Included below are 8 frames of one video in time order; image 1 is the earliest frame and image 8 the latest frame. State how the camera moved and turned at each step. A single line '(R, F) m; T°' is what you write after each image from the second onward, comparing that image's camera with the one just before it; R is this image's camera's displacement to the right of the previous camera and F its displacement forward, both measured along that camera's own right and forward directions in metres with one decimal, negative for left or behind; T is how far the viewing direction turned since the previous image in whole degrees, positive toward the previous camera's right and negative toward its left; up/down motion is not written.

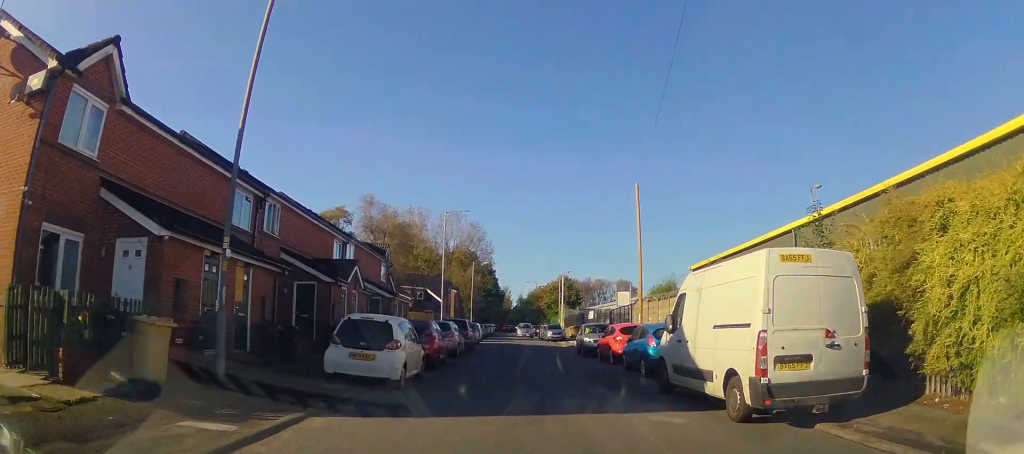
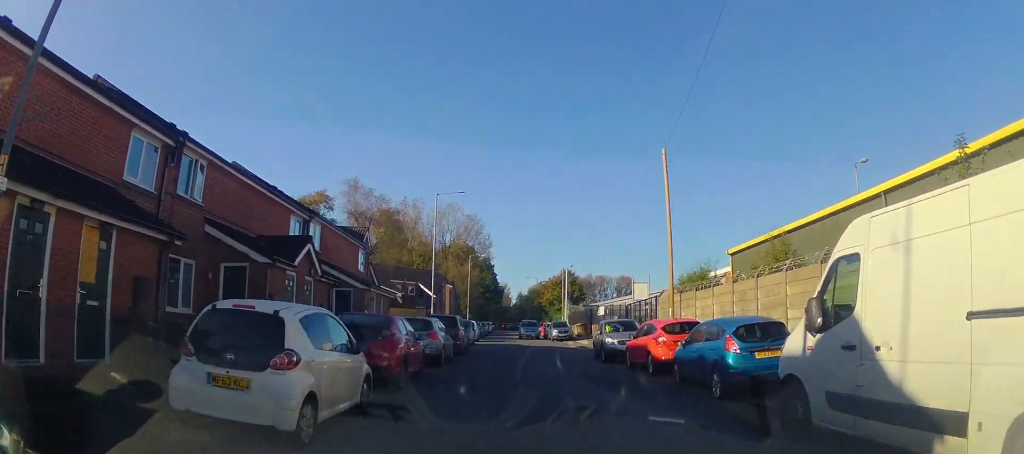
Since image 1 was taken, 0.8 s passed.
(0.0, +5.5) m; 0°
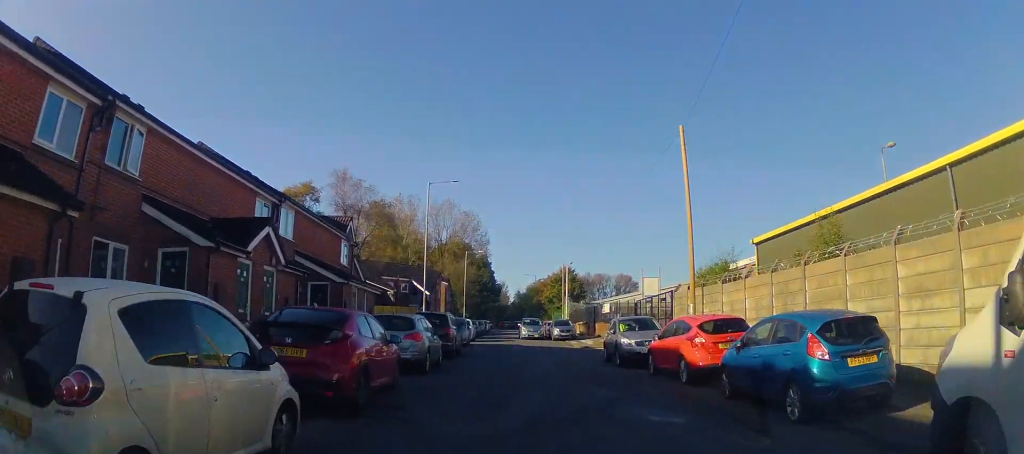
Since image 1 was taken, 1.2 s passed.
(0.0, +3.0) m; 0°
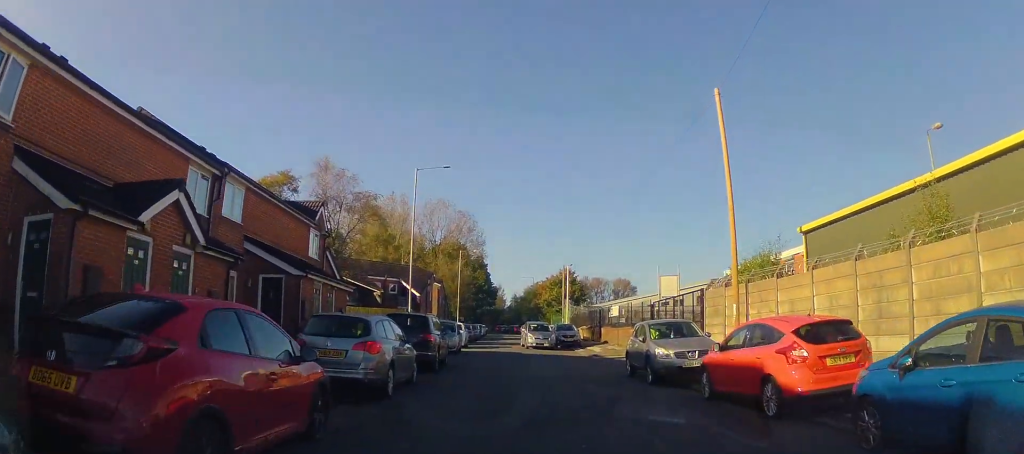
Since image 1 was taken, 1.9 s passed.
(0.0, +4.4) m; 0°
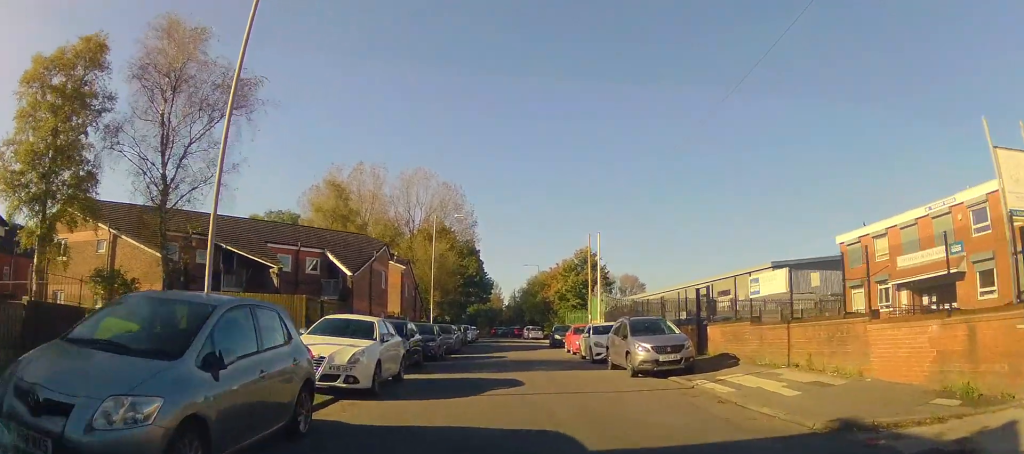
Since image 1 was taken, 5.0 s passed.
(+0.3, +22.1) m; +2°
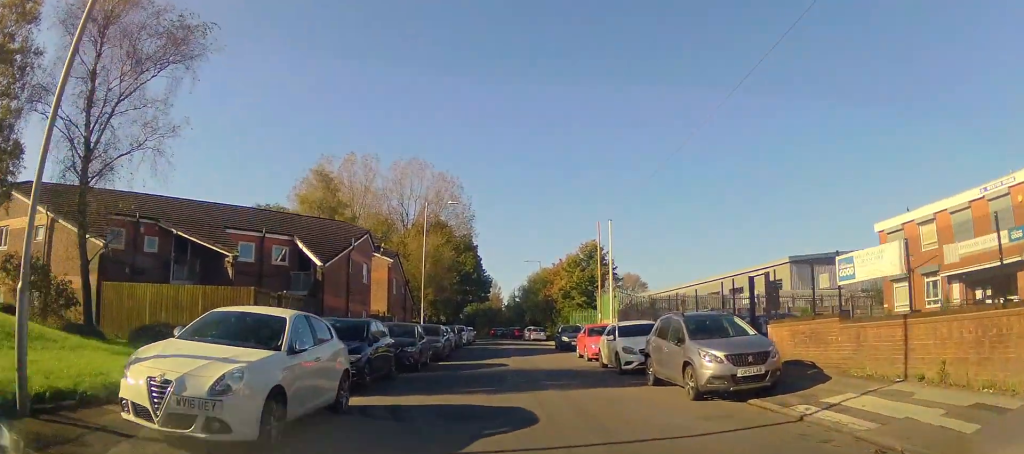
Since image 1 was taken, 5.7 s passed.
(0.0, +4.7) m; 0°
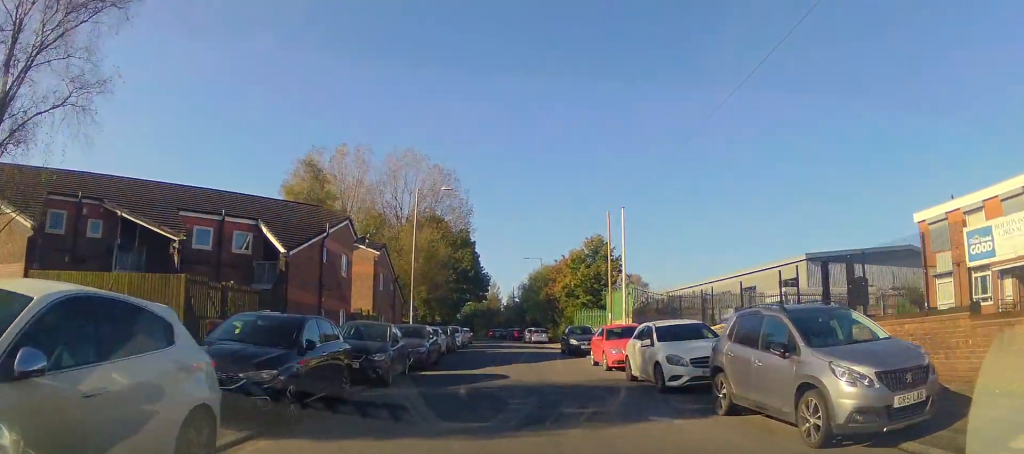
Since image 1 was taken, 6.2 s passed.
(0.0, +4.1) m; 0°
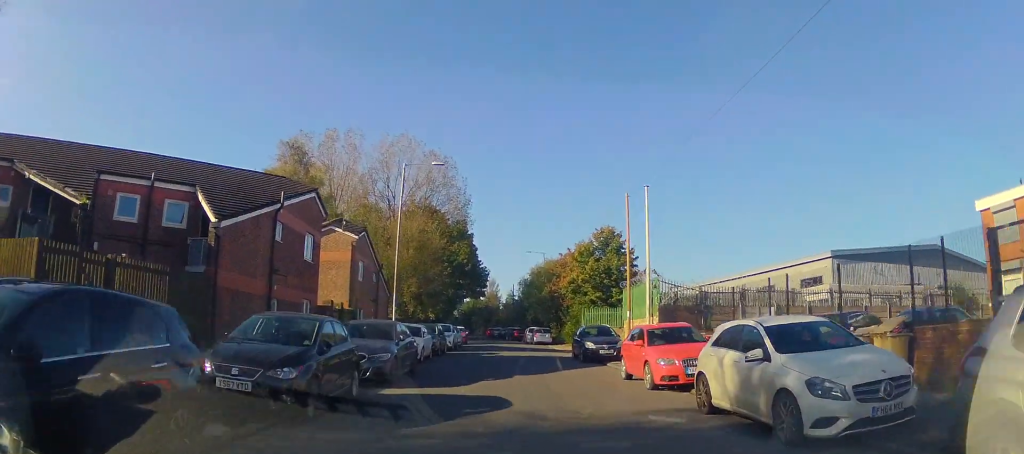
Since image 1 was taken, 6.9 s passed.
(0.0, +5.3) m; -1°
